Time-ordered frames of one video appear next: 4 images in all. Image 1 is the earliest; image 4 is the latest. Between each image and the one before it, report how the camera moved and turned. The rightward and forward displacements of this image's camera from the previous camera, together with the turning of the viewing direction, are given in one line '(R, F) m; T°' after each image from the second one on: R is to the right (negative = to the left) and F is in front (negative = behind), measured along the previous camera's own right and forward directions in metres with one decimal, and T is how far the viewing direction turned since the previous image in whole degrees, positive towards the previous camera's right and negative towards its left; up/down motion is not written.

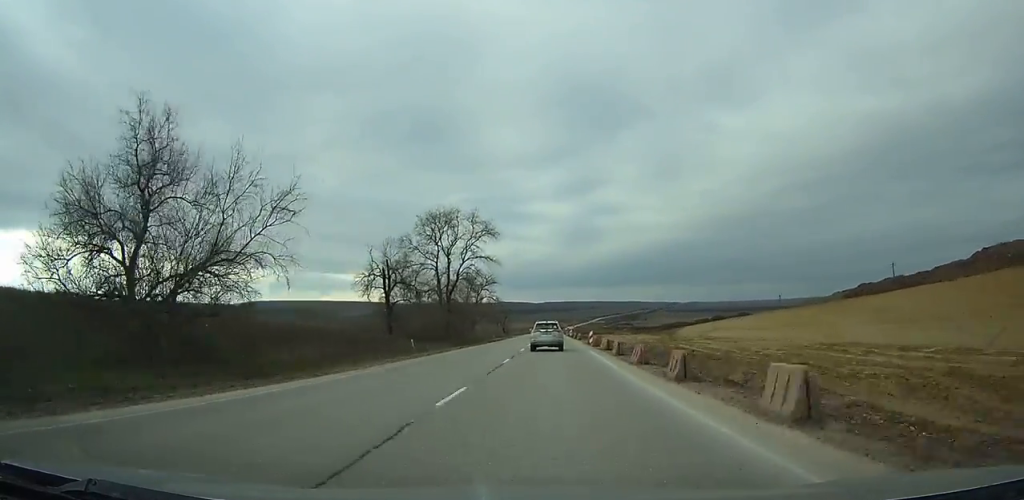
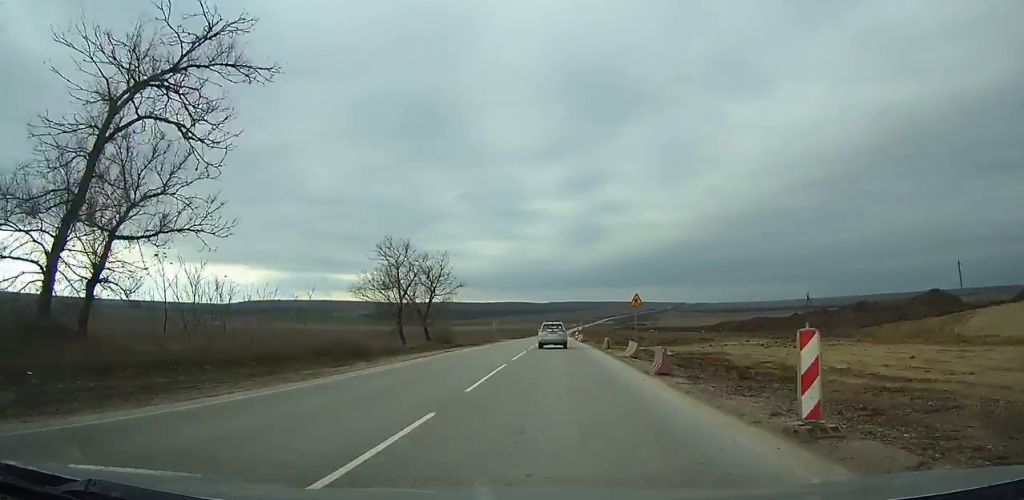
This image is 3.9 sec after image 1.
(0.0, +89.8) m; 0°
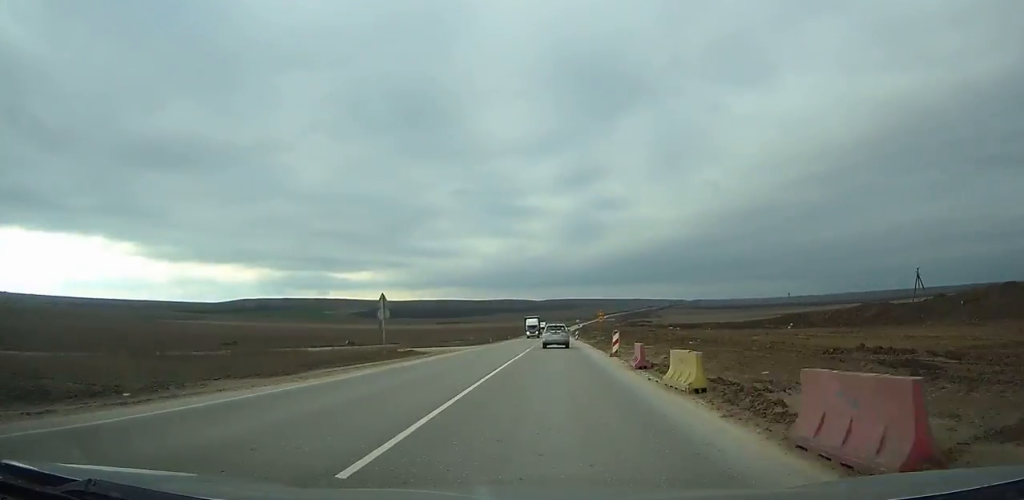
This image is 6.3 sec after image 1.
(+0.1, +55.8) m; 0°
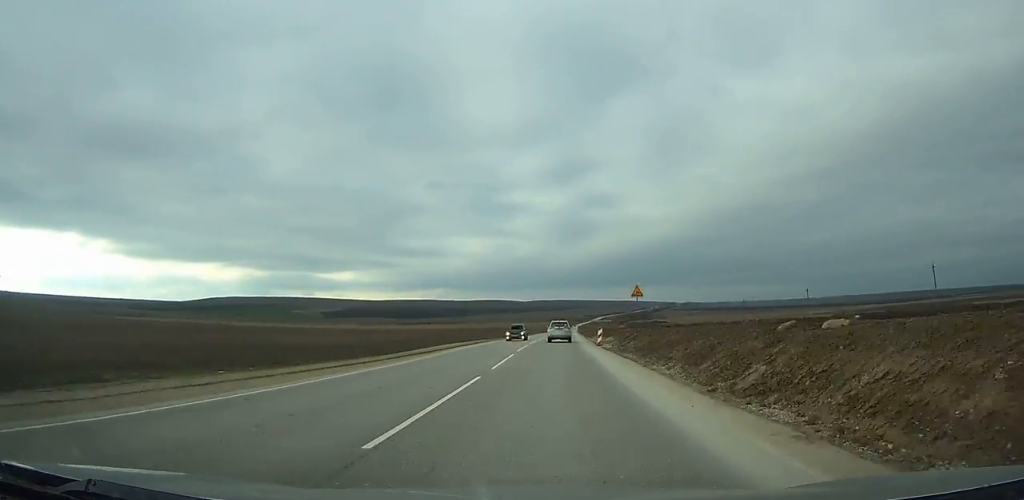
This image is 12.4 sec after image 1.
(+0.3, +144.3) m; +1°
